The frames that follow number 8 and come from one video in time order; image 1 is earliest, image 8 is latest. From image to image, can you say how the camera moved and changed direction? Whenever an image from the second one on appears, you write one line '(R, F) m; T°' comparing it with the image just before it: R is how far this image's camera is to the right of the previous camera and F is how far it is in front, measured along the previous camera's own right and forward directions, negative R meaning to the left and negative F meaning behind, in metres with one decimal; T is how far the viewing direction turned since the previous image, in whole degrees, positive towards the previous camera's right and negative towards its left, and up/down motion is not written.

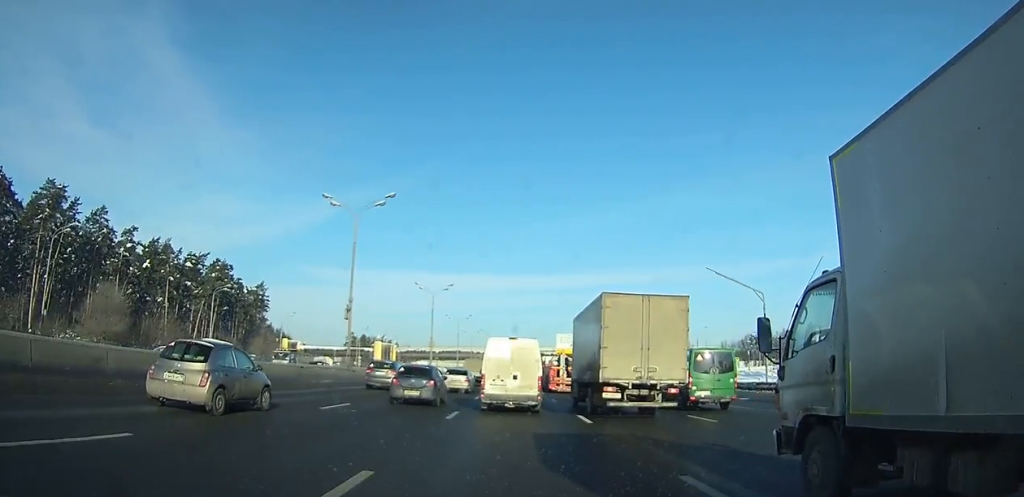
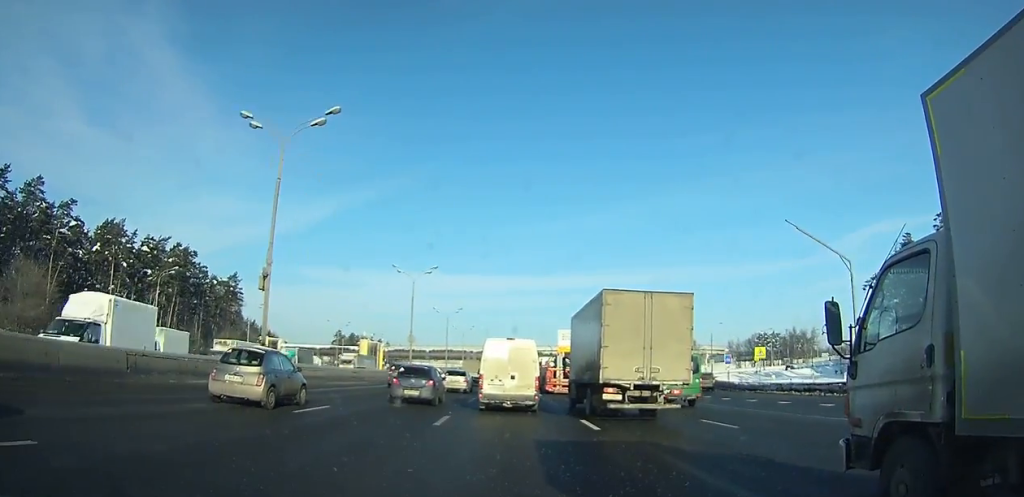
(0.0, +11.1) m; 0°
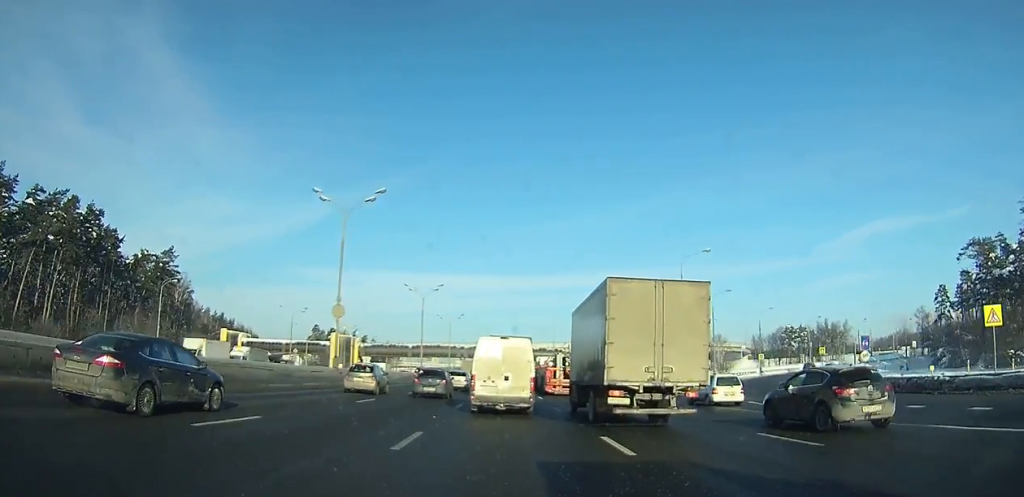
(0.0, +20.5) m; 0°
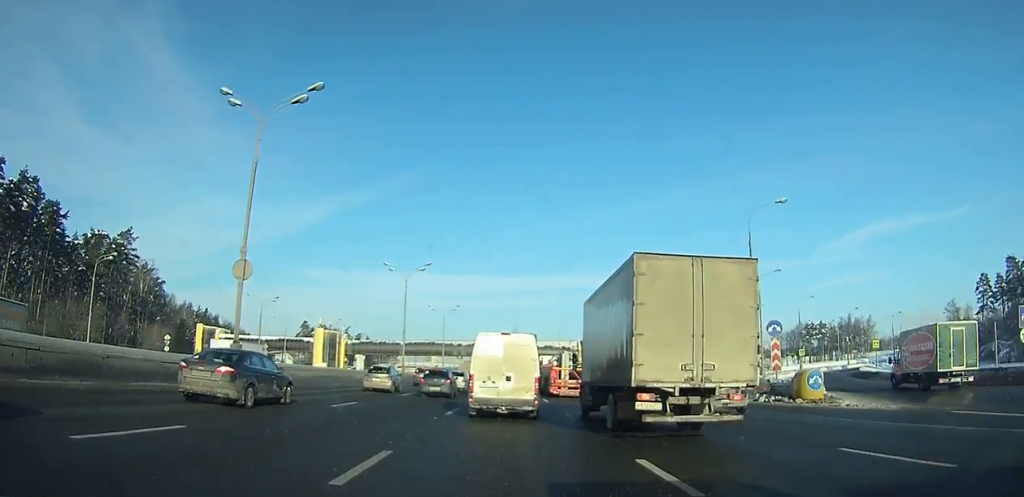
(0.0, +9.6) m; 0°
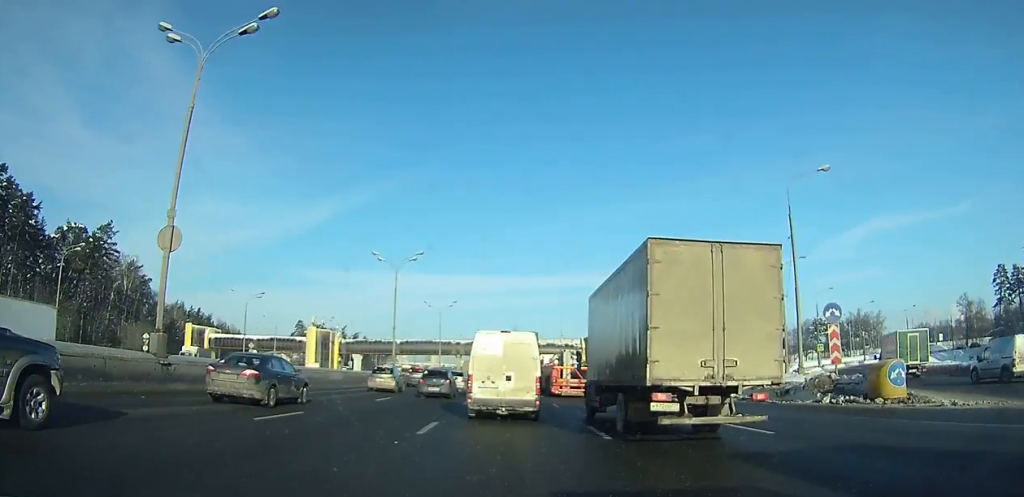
(0.0, +4.0) m; 0°
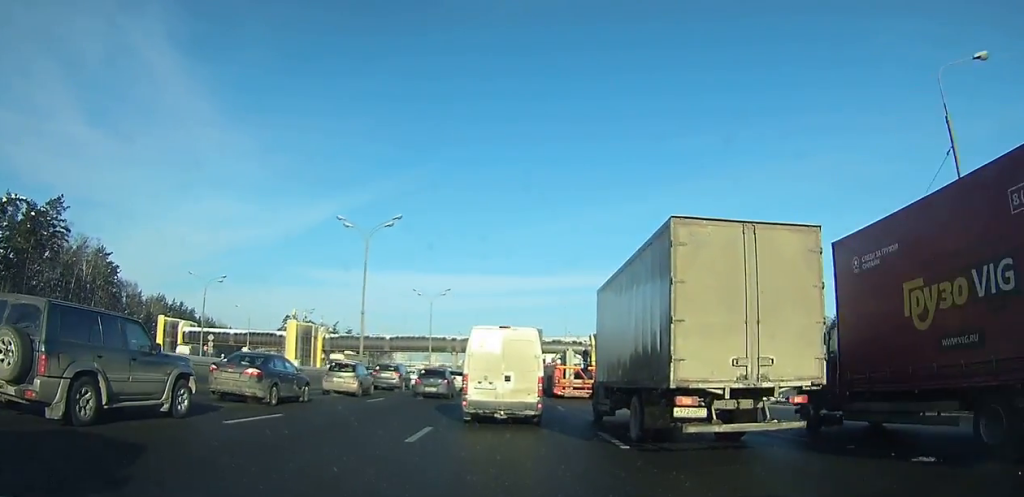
(0.0, +9.0) m; 0°
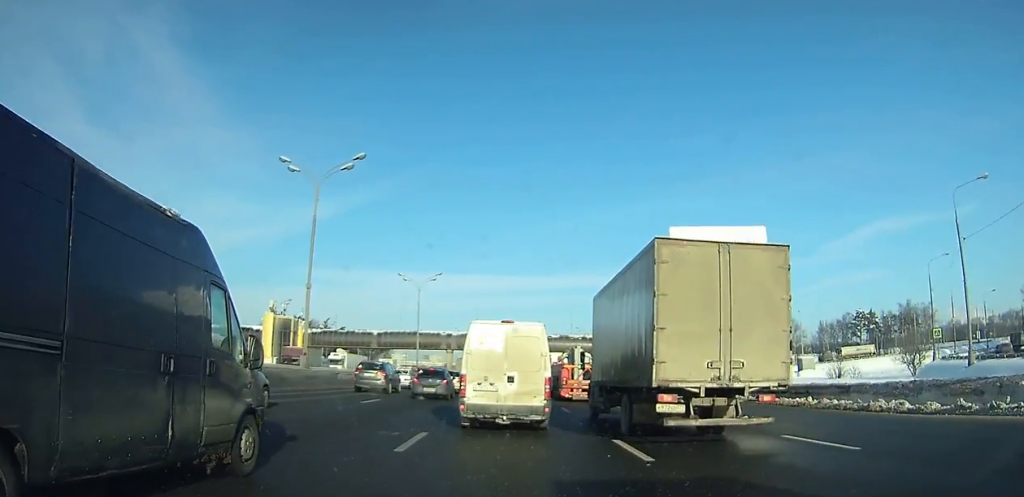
(0.0, +10.3) m; 0°
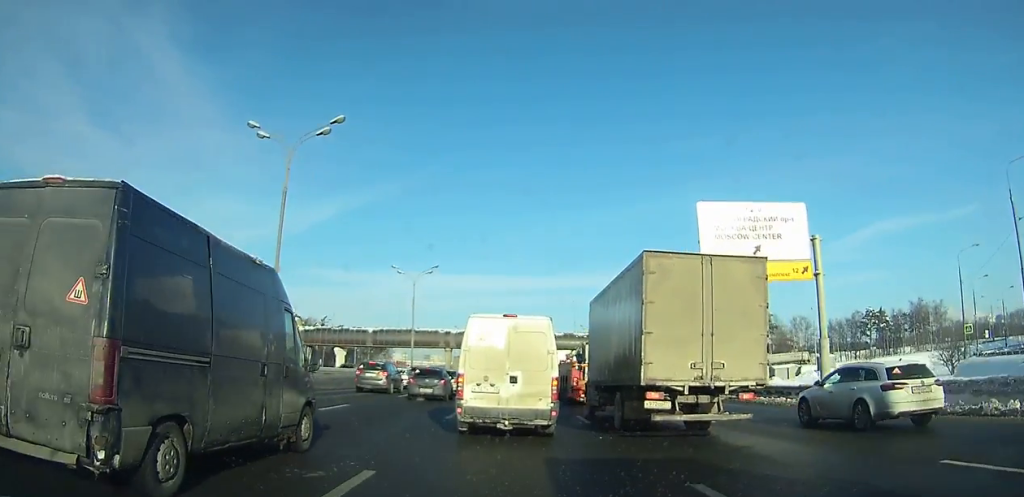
(0.0, +4.6) m; 0°
